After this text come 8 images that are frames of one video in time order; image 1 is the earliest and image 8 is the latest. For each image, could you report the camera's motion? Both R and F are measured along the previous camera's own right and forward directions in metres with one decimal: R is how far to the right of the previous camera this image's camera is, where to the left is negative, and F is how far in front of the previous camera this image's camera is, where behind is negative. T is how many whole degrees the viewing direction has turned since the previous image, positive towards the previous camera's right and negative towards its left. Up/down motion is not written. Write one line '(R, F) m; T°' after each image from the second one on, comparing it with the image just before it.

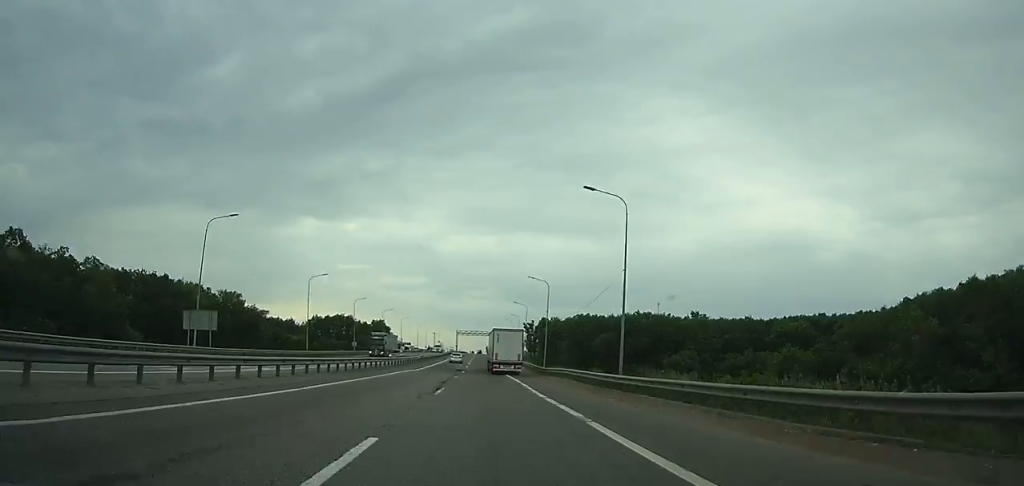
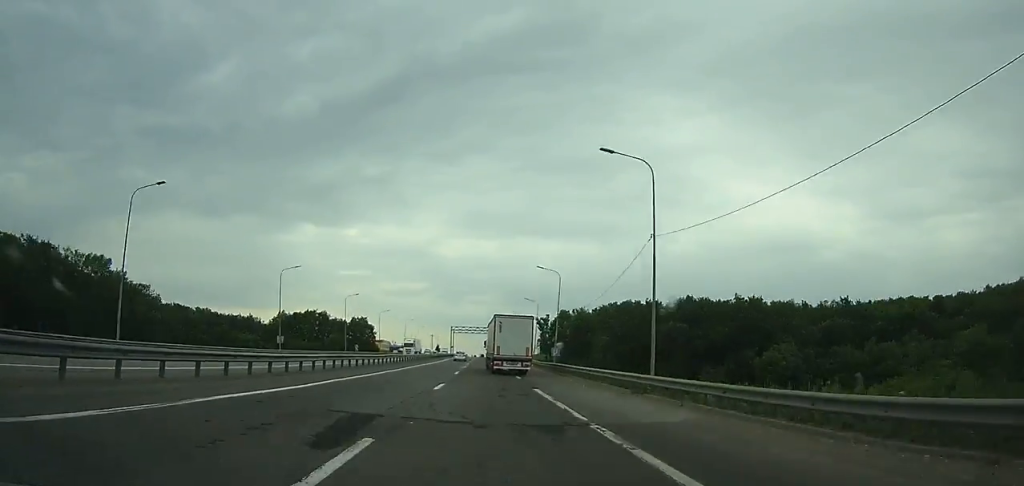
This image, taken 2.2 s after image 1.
(-0.5, +47.1) m; -1°
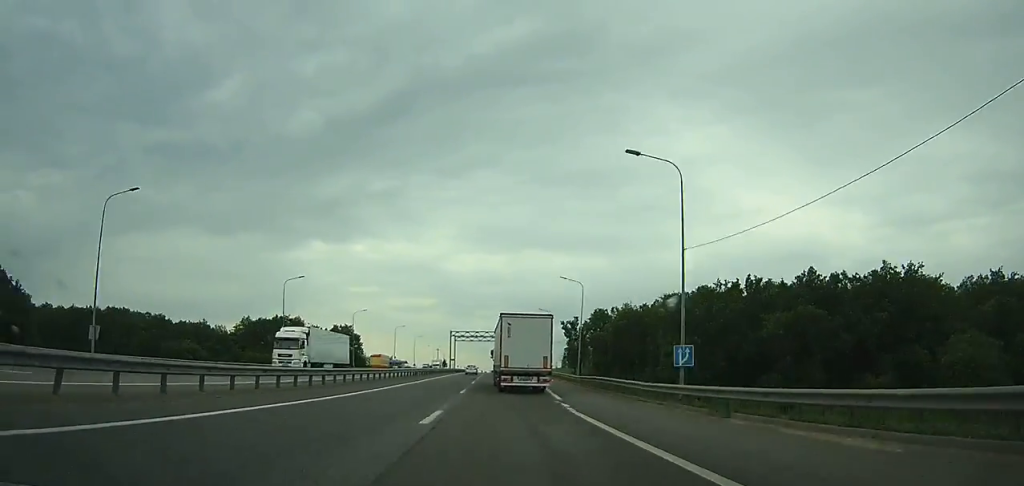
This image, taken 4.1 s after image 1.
(+0.1, +40.3) m; -1°
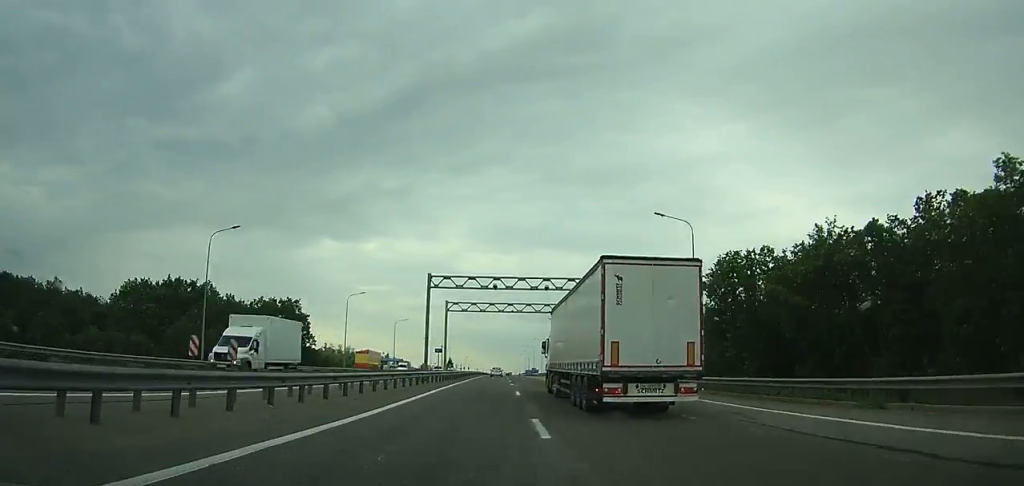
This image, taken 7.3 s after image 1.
(-1.2, +67.4) m; -1°
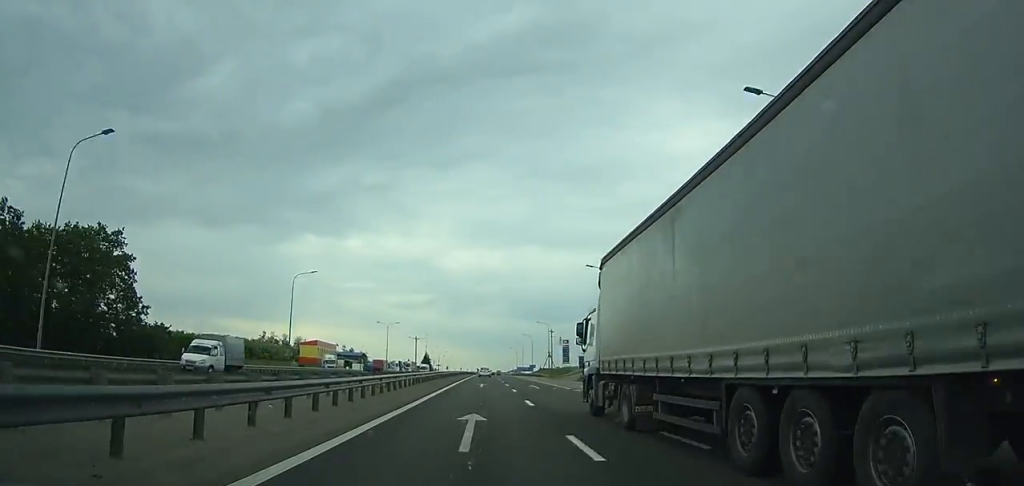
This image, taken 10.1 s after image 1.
(+0.7, +58.7) m; +1°
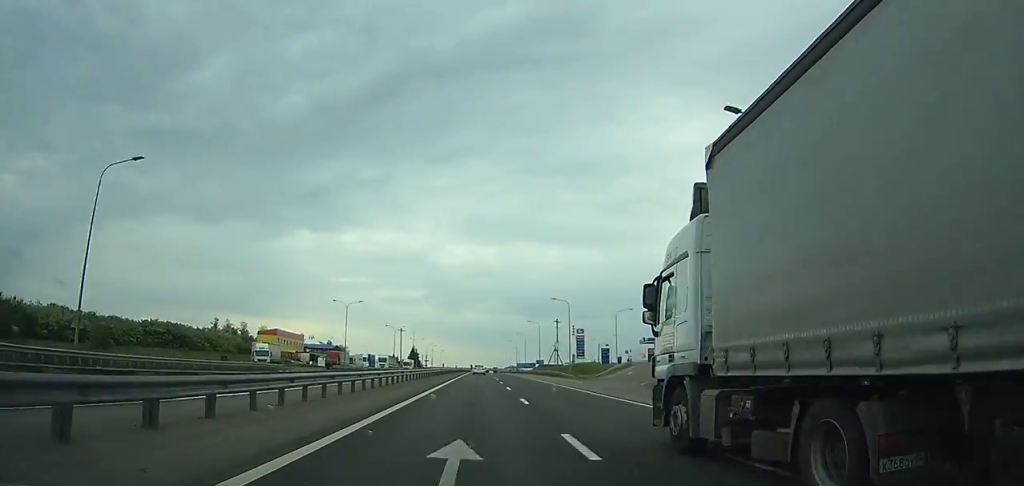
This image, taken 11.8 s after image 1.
(+0.4, +35.5) m; 0°
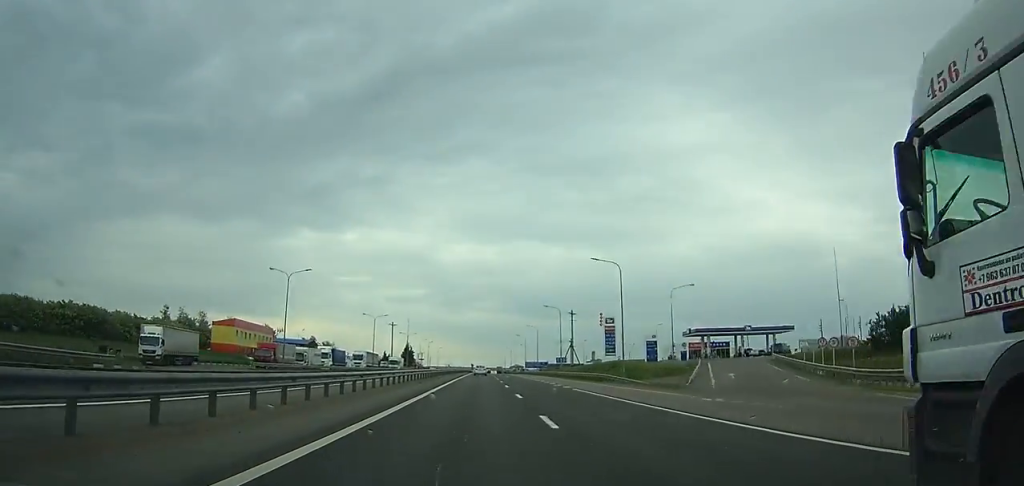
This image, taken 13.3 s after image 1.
(+0.2, +31.2) m; 0°
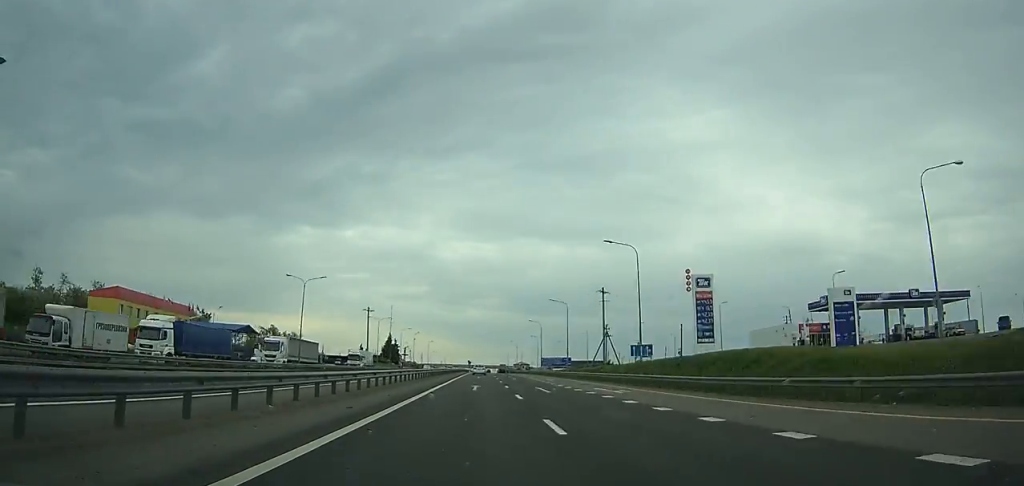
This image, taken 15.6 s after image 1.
(0.0, +47.2) m; 0°
